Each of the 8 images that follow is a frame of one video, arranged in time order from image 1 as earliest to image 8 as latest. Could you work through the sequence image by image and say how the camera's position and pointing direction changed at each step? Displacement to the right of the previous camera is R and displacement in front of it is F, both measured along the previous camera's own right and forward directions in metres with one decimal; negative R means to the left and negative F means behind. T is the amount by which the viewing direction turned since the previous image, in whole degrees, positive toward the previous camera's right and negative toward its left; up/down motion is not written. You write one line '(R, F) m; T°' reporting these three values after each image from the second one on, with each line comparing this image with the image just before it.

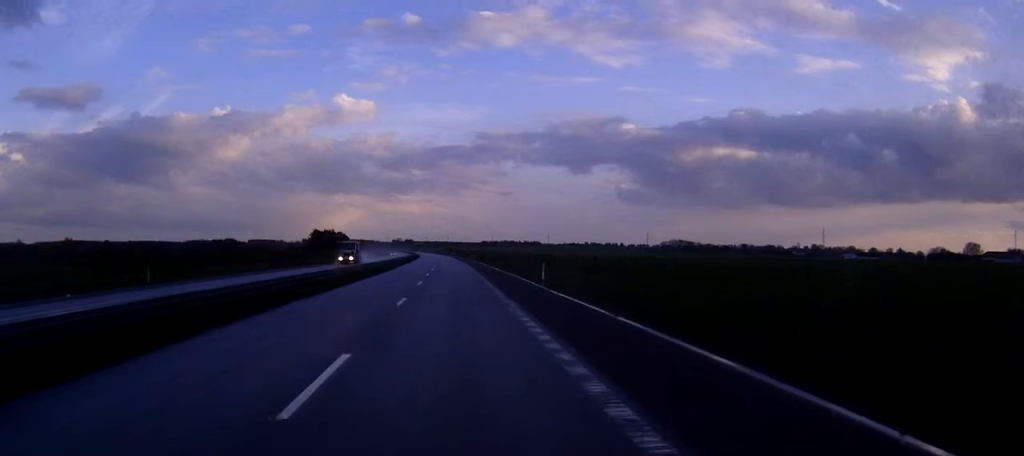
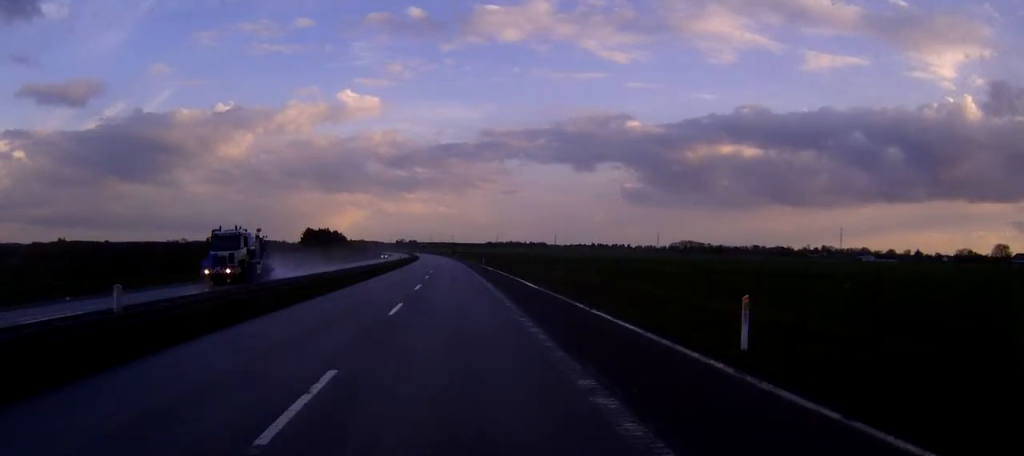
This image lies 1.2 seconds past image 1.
(-0.1, +31.2) m; 0°
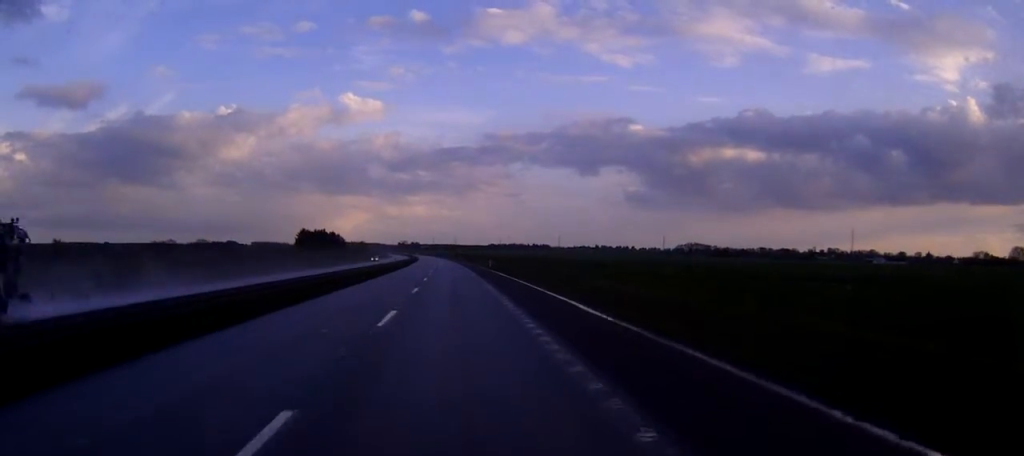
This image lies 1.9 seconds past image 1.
(0.0, +18.1) m; 0°
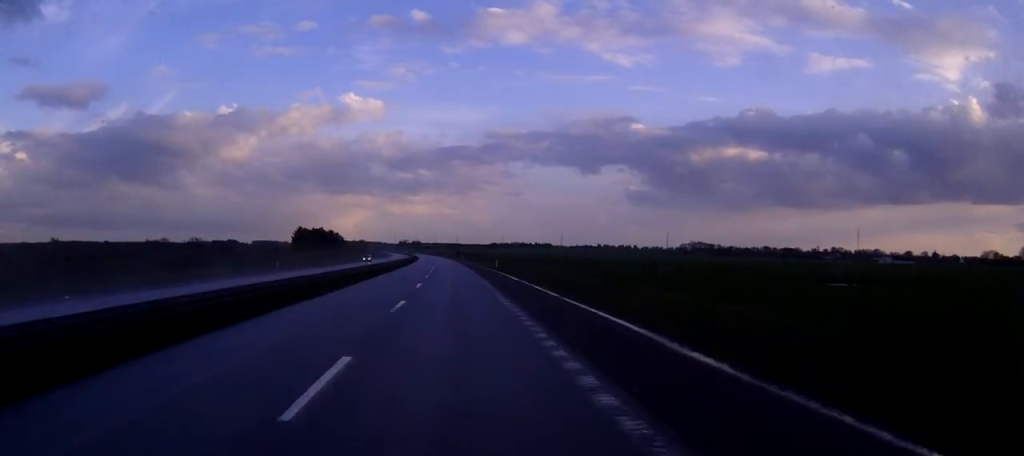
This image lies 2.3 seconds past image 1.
(0.0, +10.3) m; 0°
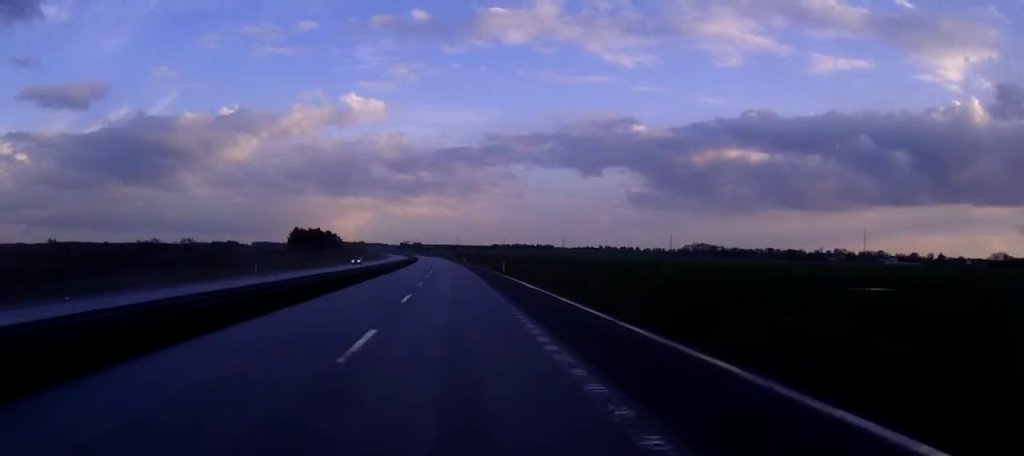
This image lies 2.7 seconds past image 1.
(0.0, +10.3) m; 0°
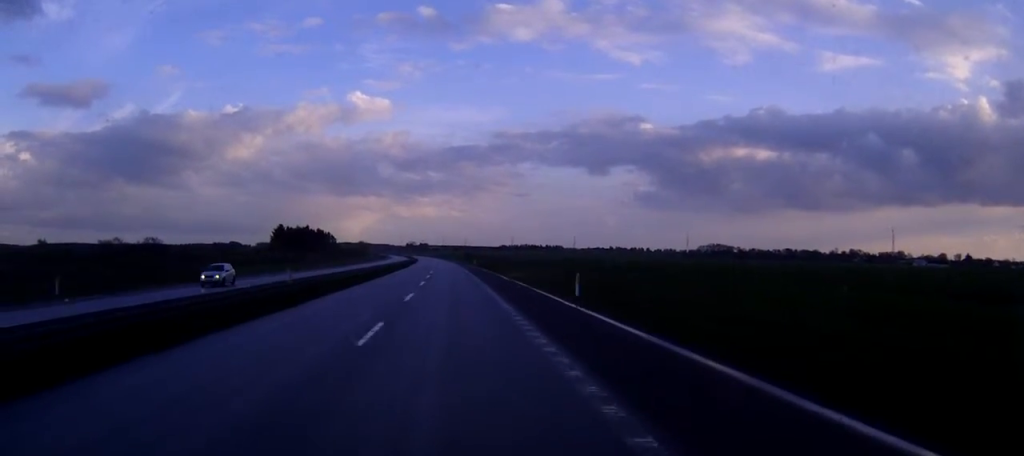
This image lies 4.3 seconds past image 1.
(-0.2, +42.4) m; -1°
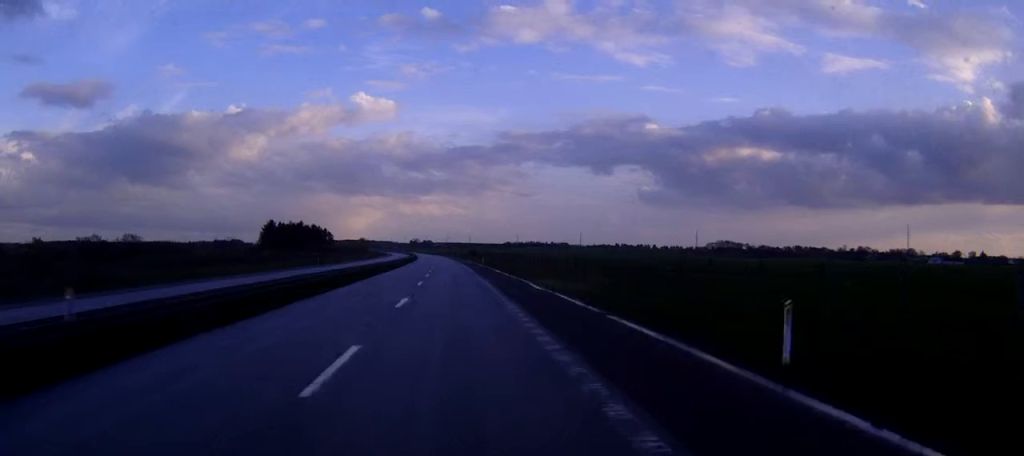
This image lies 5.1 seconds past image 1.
(-0.1, +20.8) m; 0°
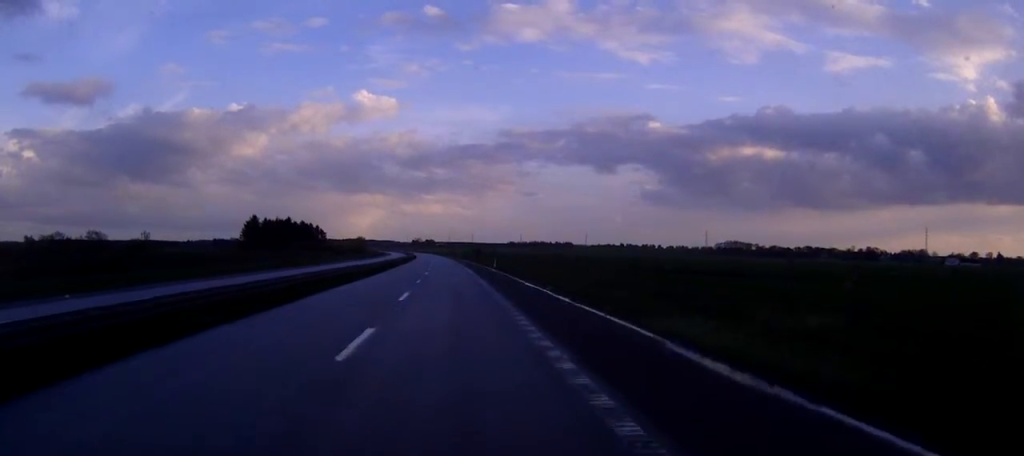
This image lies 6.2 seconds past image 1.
(-0.1, +26.8) m; 0°
